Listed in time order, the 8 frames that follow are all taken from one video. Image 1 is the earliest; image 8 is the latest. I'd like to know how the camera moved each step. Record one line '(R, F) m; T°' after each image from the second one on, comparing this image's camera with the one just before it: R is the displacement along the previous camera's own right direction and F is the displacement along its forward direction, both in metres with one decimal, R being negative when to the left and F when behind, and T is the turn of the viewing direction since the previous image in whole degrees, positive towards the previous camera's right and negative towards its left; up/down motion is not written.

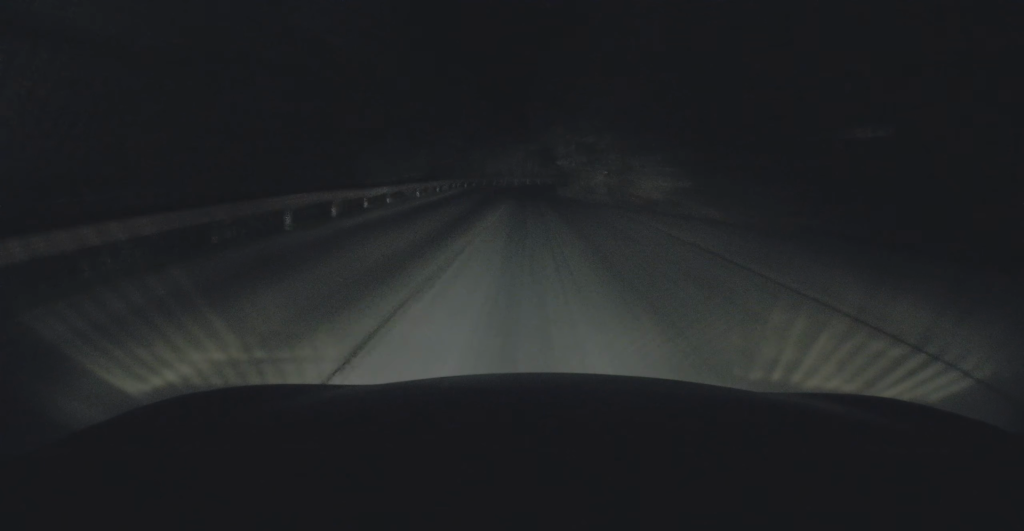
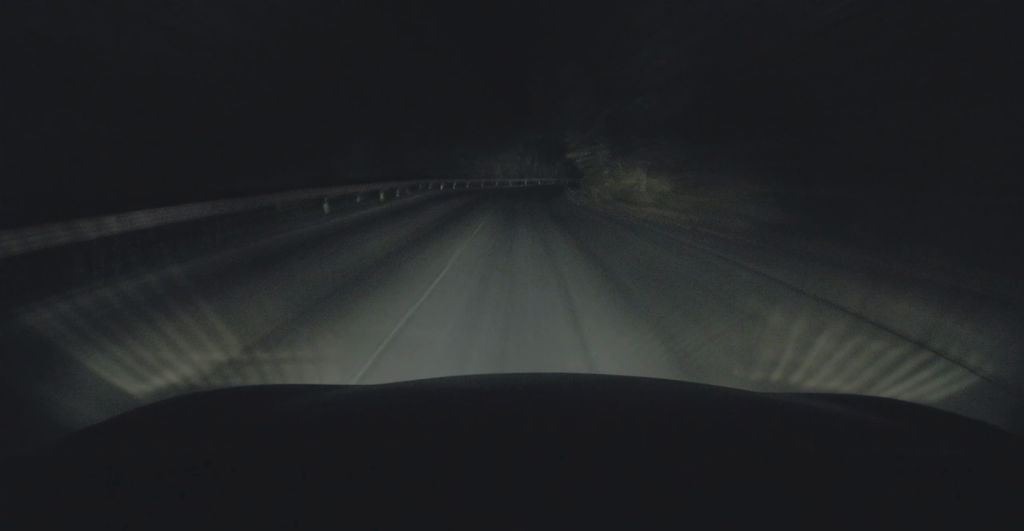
(+0.3, +17.1) m; +1°
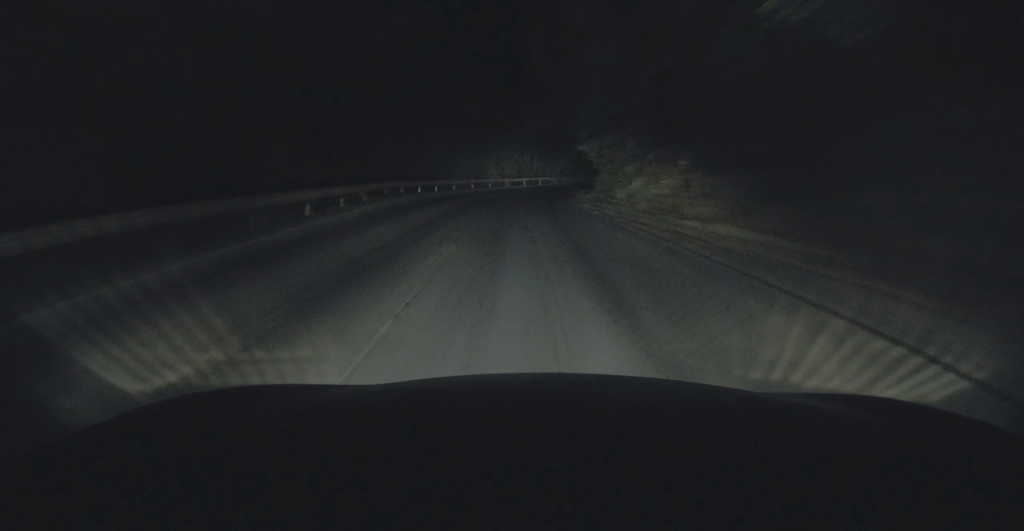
(+0.1, +9.7) m; +1°
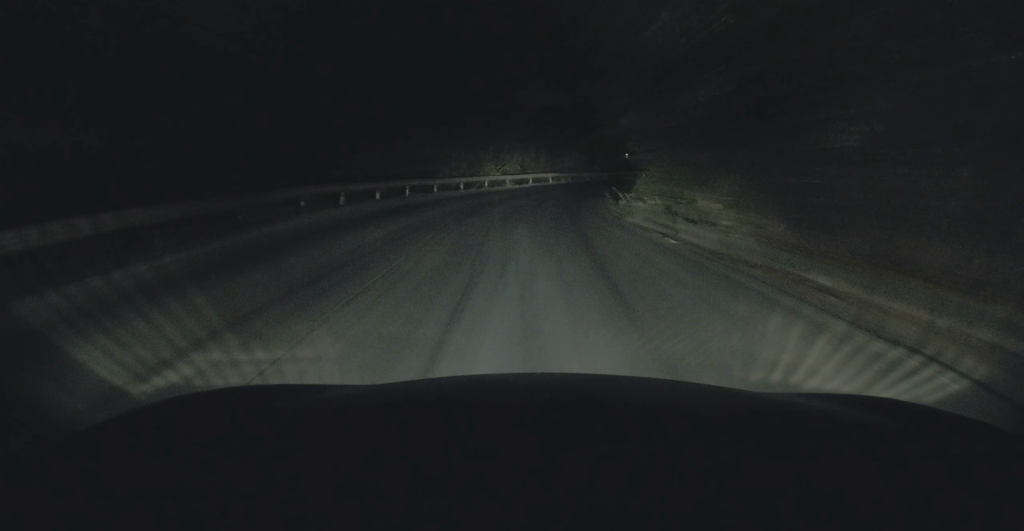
(0.0, +12.4) m; 0°
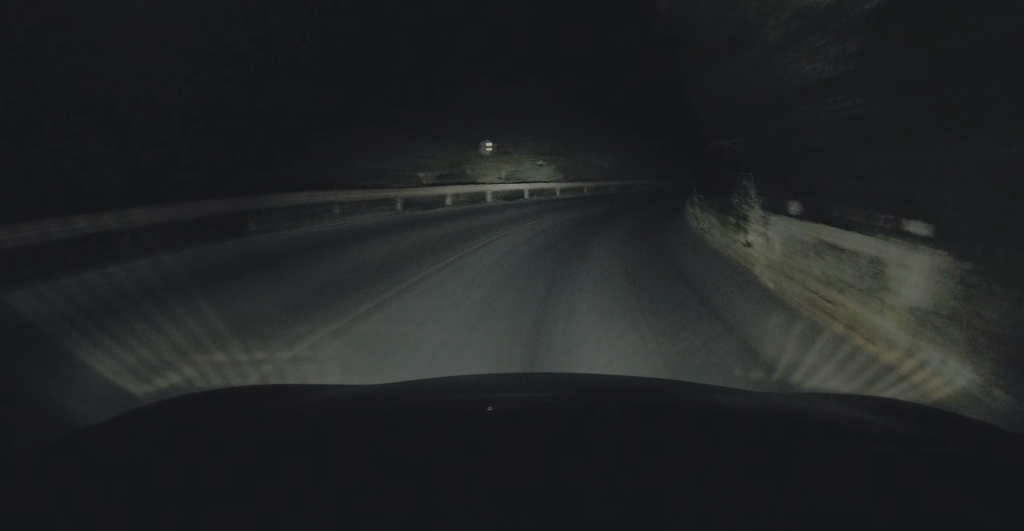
(+1.0, +39.3) m; +7°
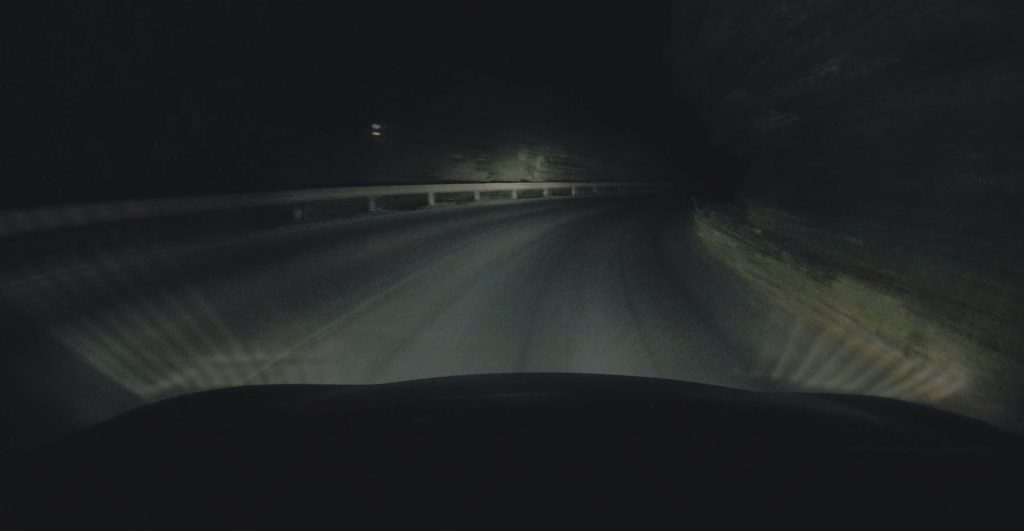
(+0.4, +9.9) m; +8°
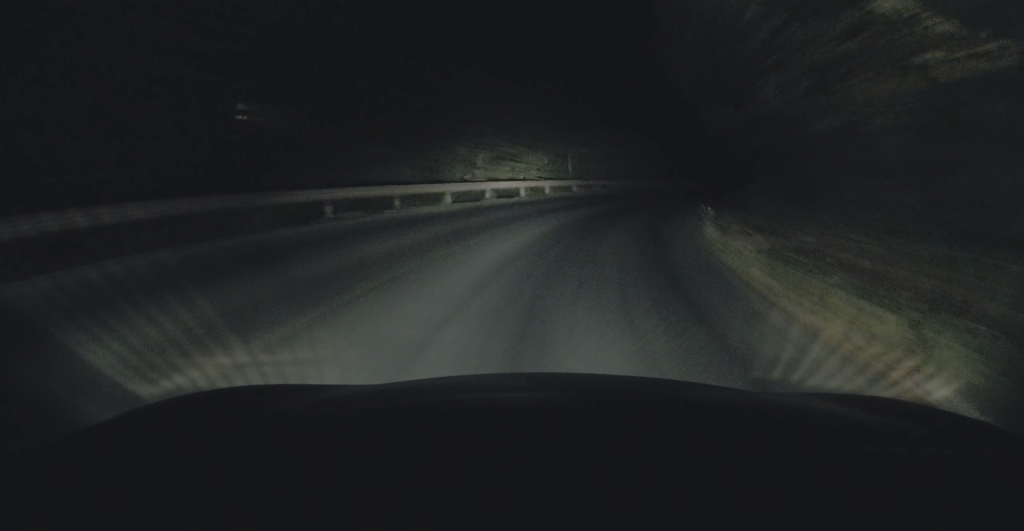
(-0.4, +6.6) m; +6°
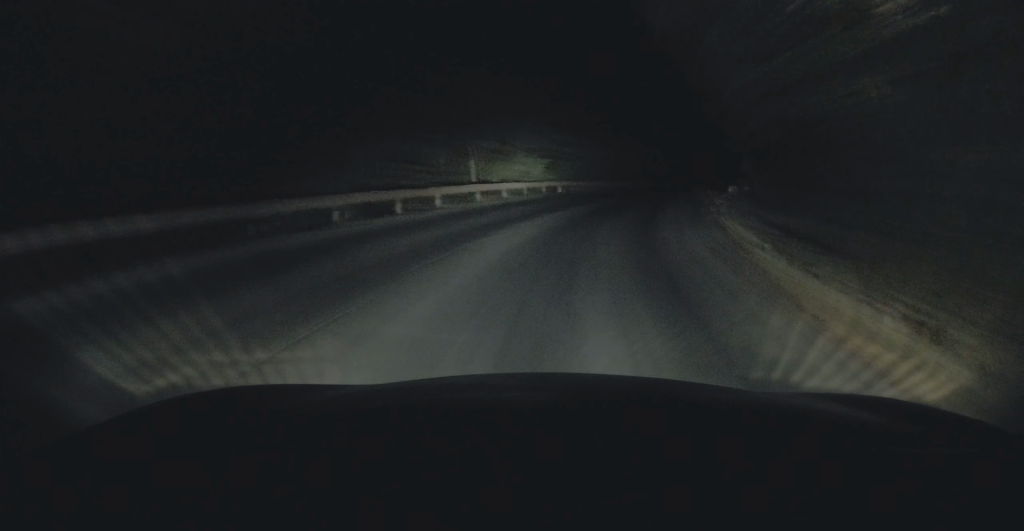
(+1.9, +10.5) m; +11°
